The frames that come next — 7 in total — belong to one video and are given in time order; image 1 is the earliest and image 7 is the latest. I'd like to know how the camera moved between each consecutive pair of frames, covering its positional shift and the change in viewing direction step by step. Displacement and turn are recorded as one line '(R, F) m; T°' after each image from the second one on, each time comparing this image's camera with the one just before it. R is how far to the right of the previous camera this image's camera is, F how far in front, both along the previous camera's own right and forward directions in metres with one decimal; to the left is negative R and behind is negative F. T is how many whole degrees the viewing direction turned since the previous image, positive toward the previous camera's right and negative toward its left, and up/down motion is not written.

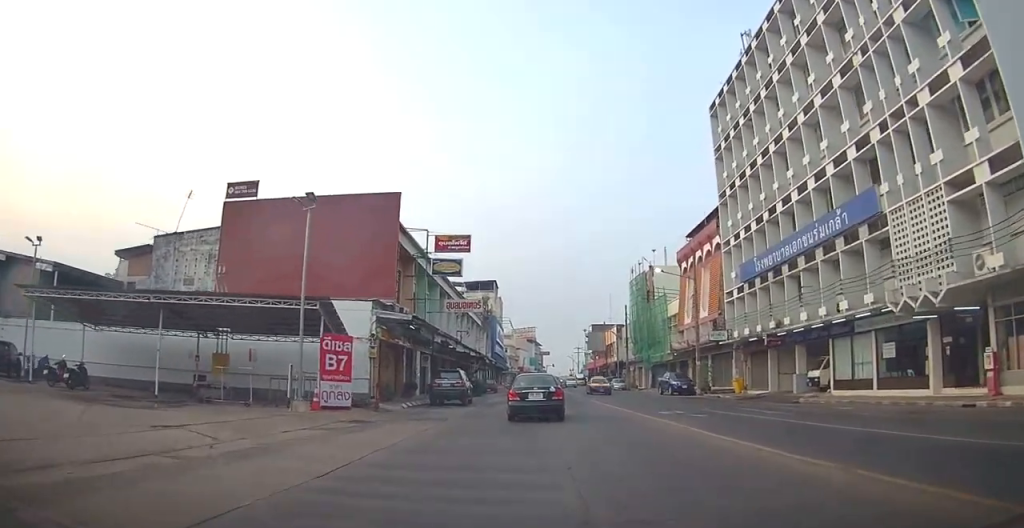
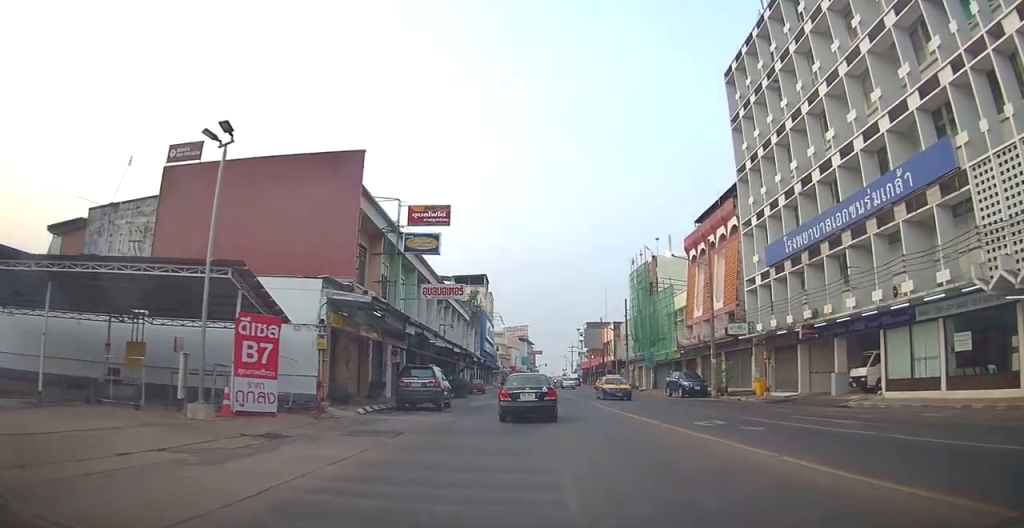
(-0.4, +5.3) m; -4°
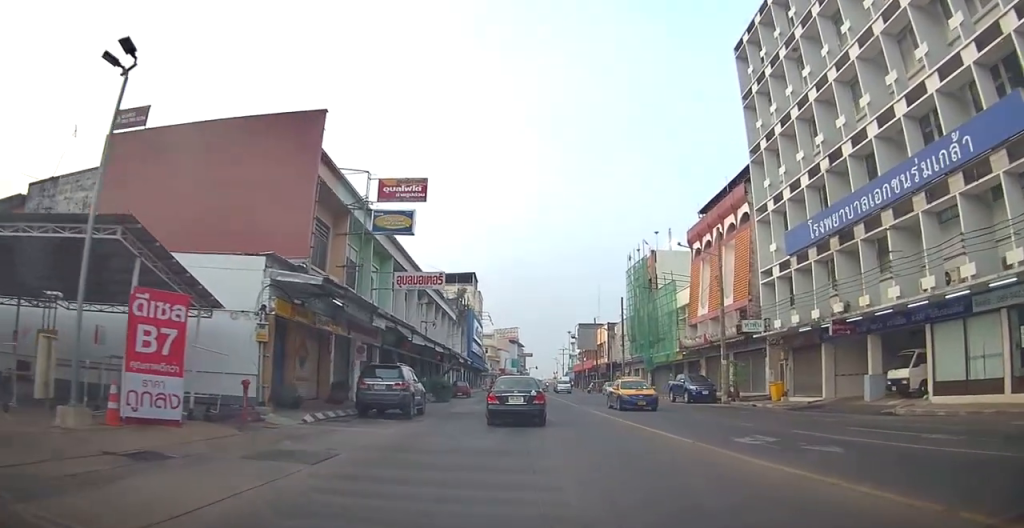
(-0.2, +3.9) m; -2°
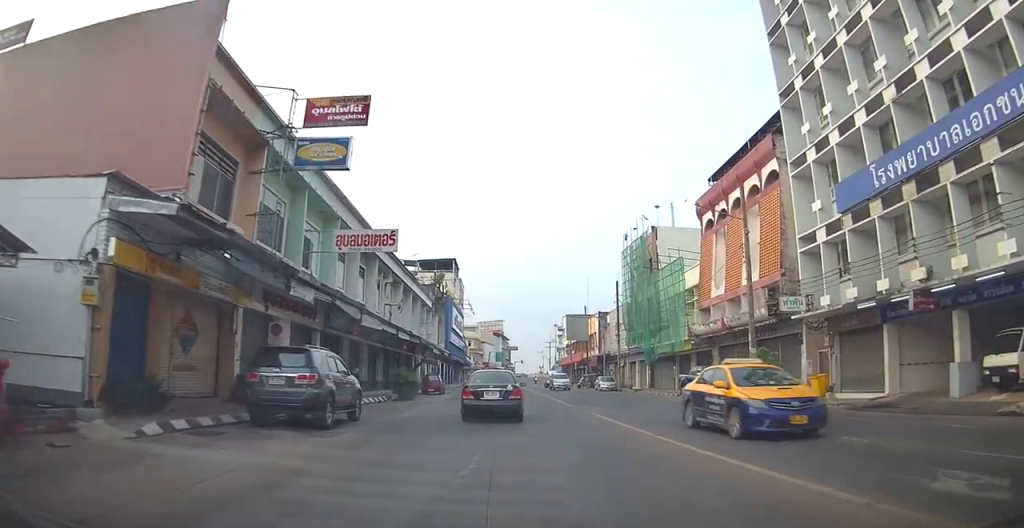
(0.0, +6.7) m; +4°
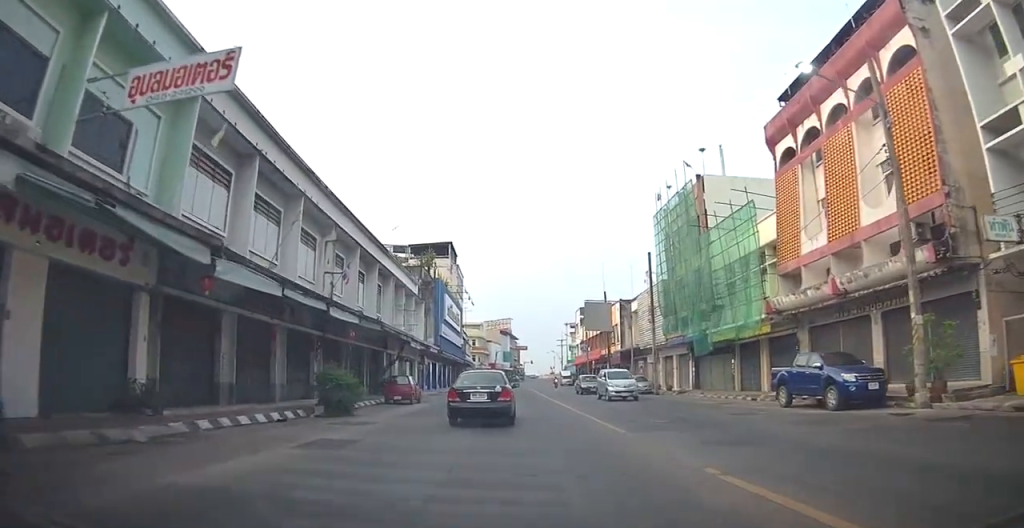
(+0.6, +12.4) m; -1°
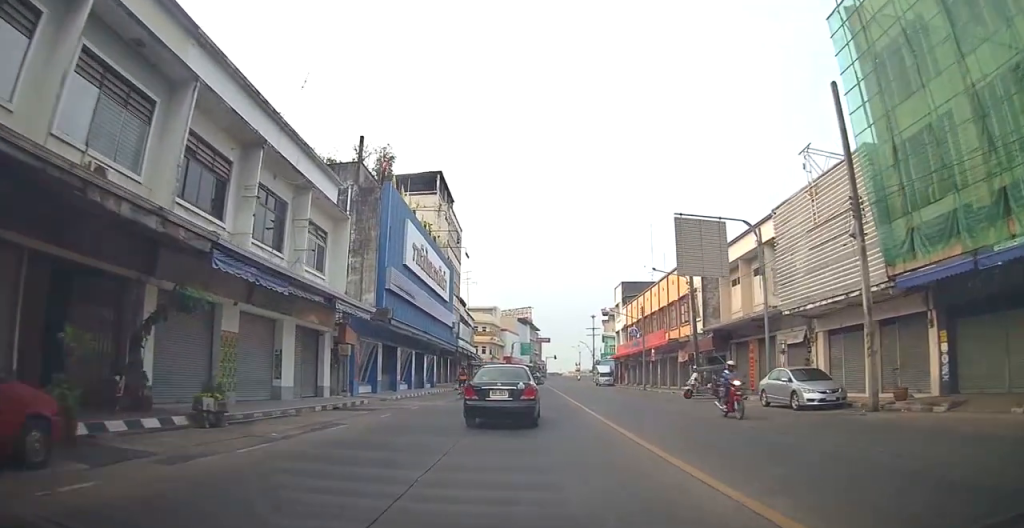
(-3.8, +24.8) m; -11°
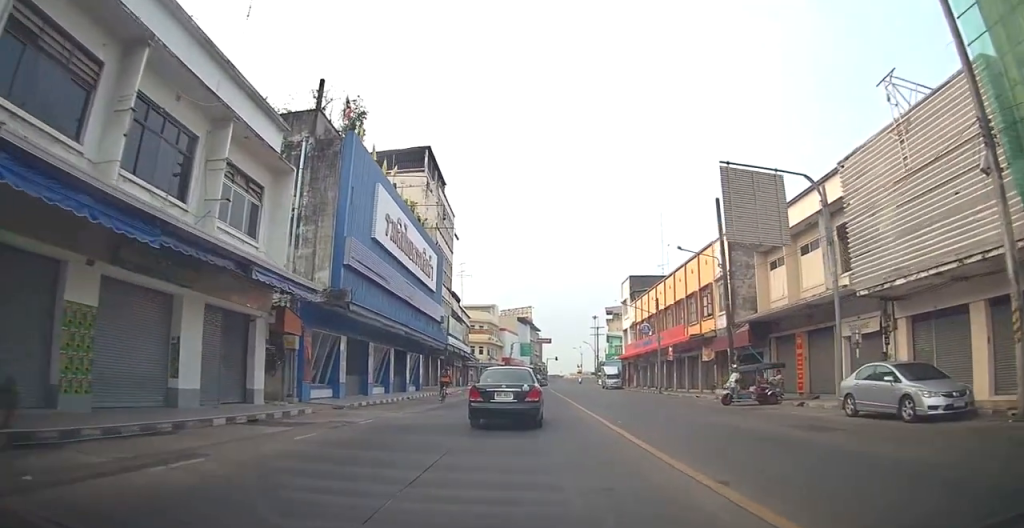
(+0.3, +6.0) m; +2°
